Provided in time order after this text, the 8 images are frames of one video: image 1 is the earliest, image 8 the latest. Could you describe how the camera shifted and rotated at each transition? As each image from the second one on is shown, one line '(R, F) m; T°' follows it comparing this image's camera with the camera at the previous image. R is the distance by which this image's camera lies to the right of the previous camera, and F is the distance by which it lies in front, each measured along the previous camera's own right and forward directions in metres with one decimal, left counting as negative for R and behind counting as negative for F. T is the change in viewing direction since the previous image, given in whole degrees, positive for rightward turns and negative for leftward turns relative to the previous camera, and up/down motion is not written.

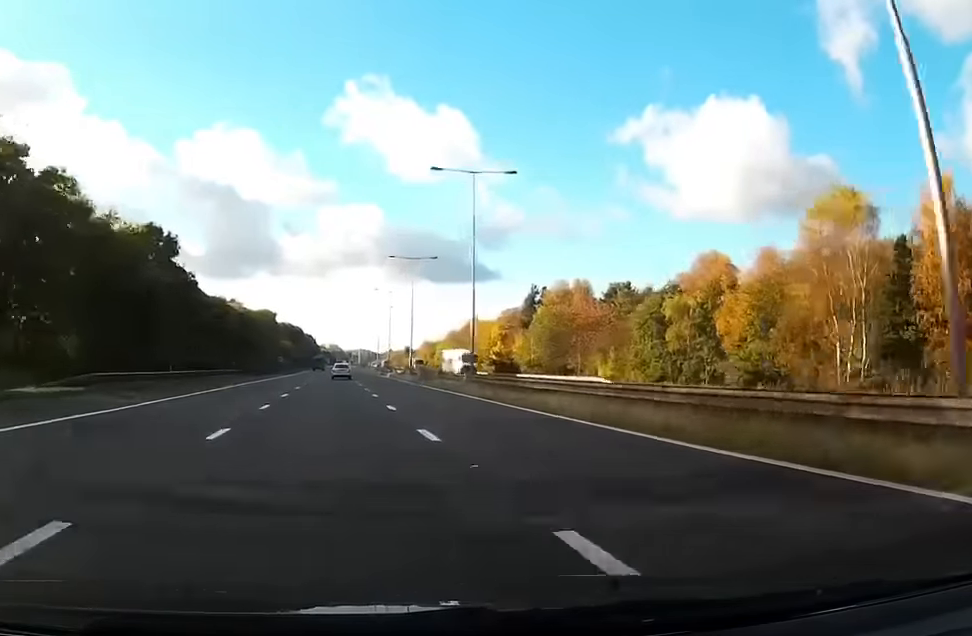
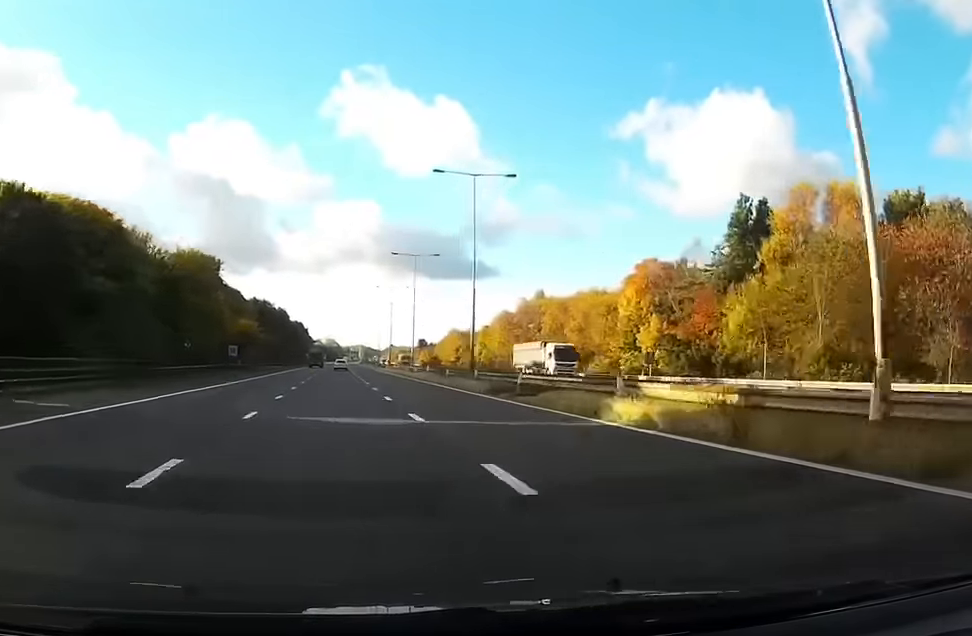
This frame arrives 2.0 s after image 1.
(0.0, +67.2) m; 0°
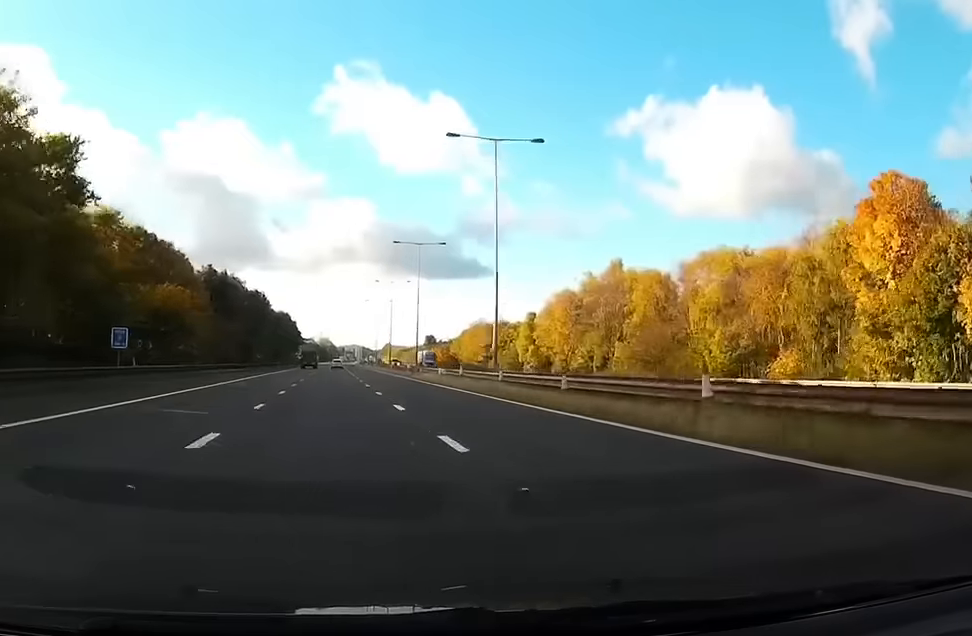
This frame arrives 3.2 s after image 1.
(+0.1, +41.1) m; 0°
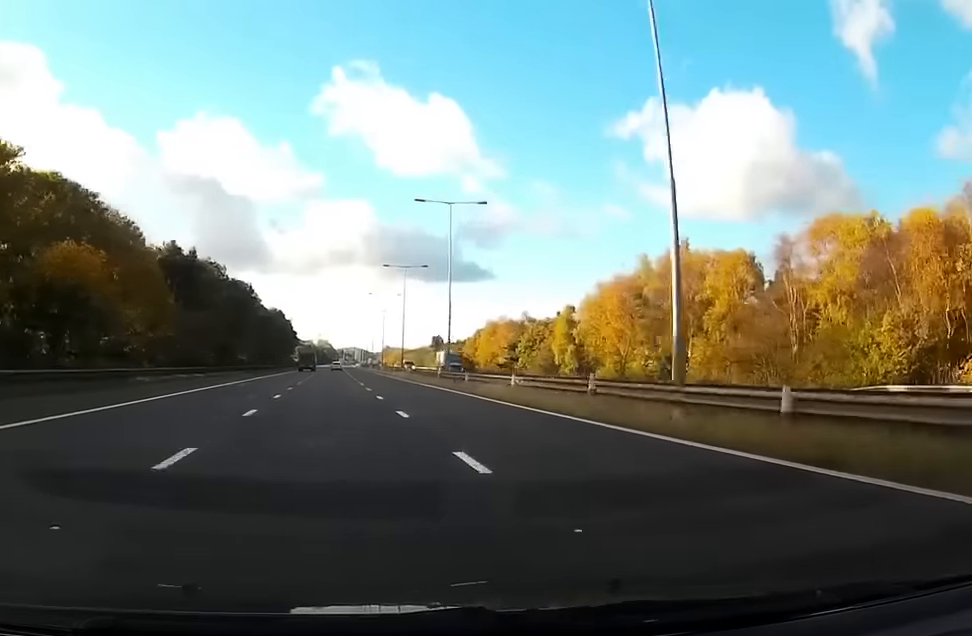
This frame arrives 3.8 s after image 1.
(+0.1, +19.9) m; 0°
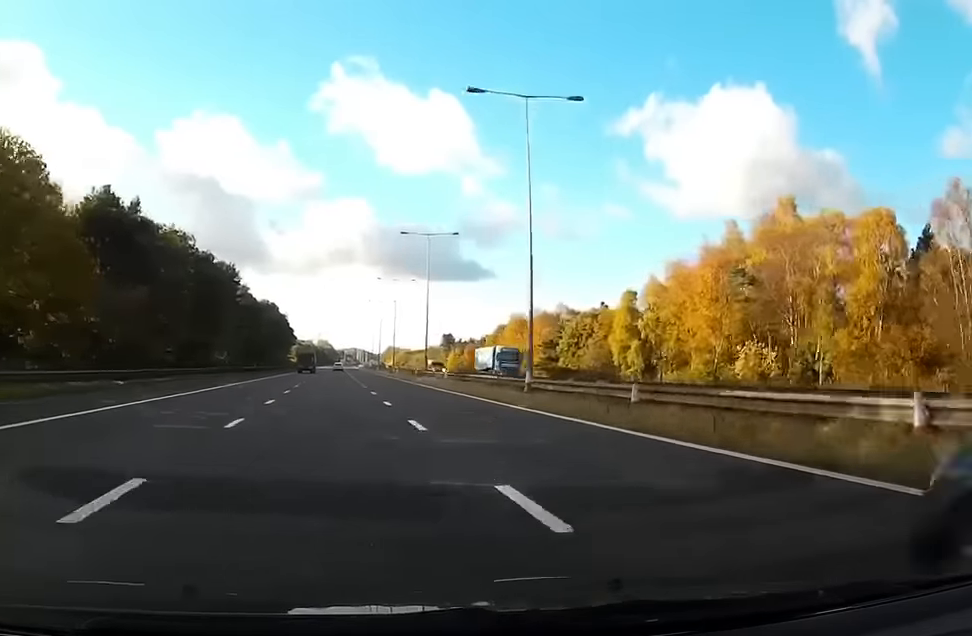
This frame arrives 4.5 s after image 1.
(-0.3, +20.9) m; 0°
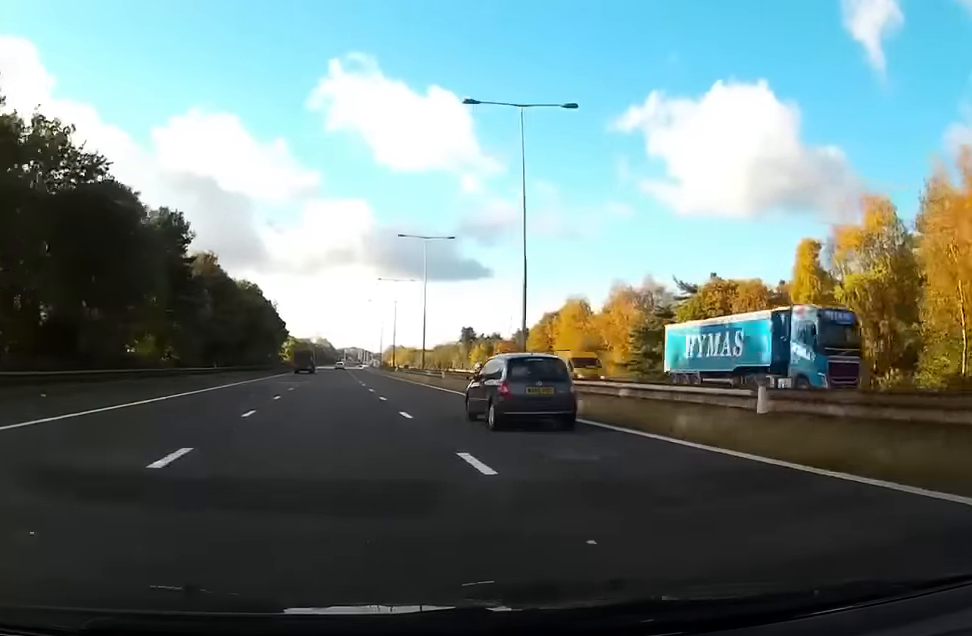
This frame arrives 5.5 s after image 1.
(+0.2, +33.0) m; 0°
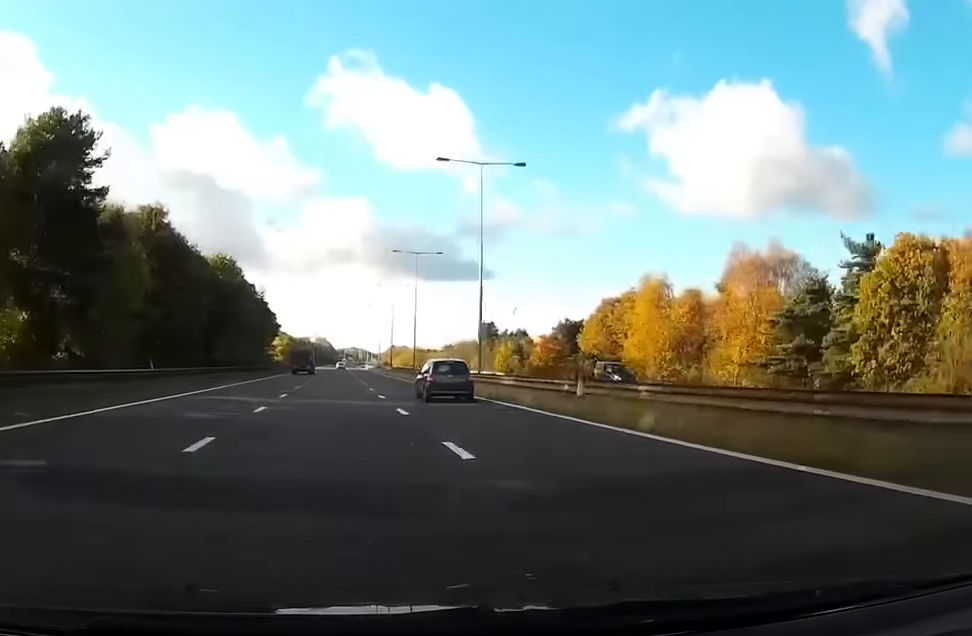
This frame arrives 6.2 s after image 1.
(-0.1, +25.2) m; 0°
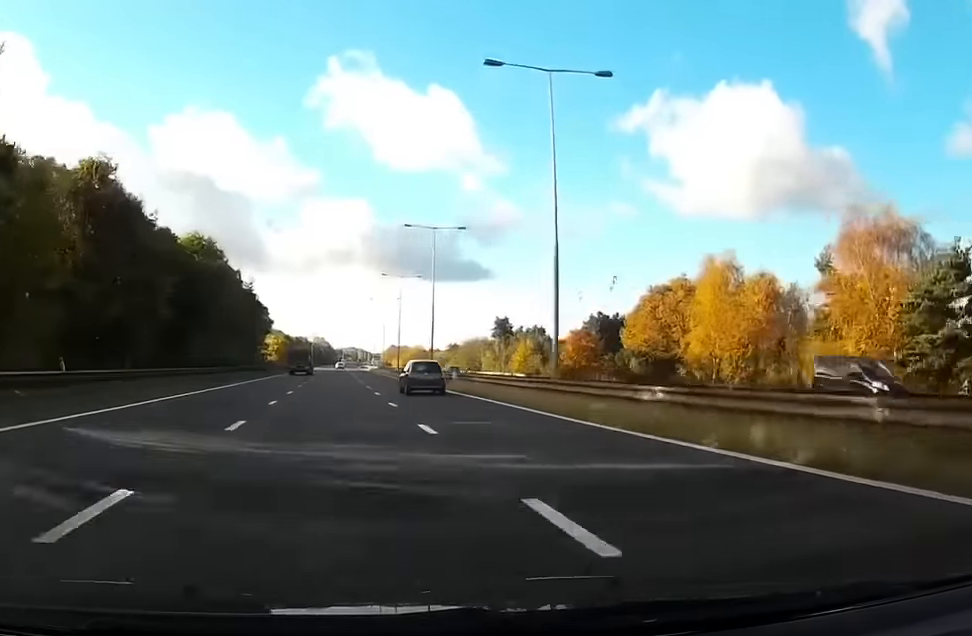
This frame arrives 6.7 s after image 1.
(-0.2, +14.2) m; 0°
